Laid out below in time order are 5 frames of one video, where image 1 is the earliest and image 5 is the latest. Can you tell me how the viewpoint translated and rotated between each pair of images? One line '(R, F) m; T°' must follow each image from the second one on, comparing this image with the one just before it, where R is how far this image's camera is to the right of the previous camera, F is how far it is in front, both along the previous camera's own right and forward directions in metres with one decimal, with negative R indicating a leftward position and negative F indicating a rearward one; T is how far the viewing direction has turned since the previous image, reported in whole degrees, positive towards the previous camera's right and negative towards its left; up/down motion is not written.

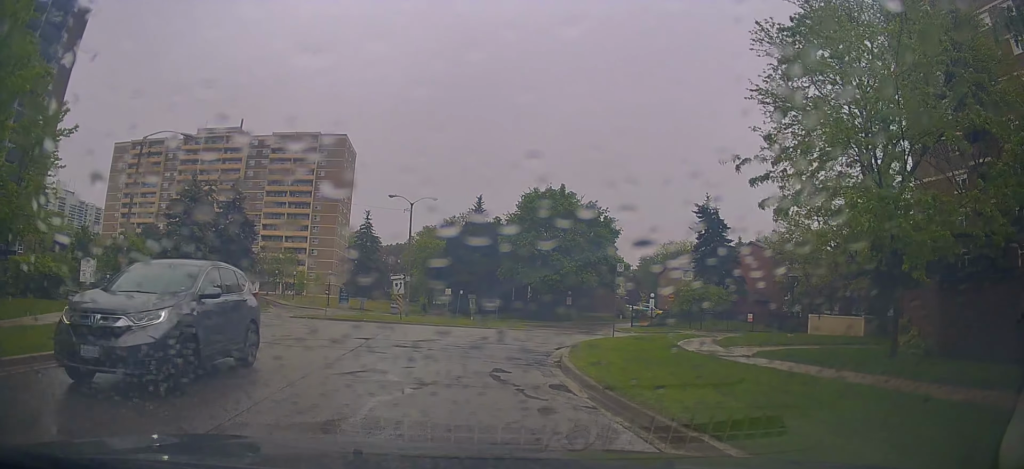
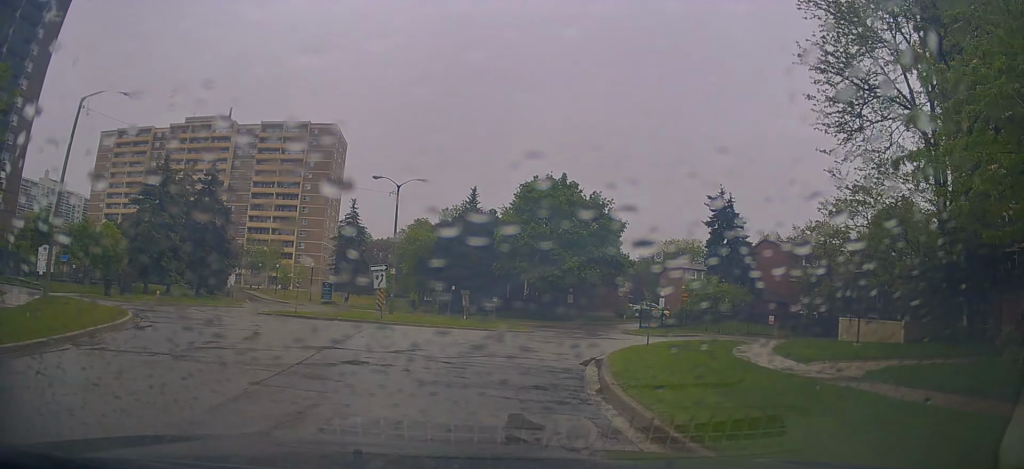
(-0.4, +4.6) m; -2°
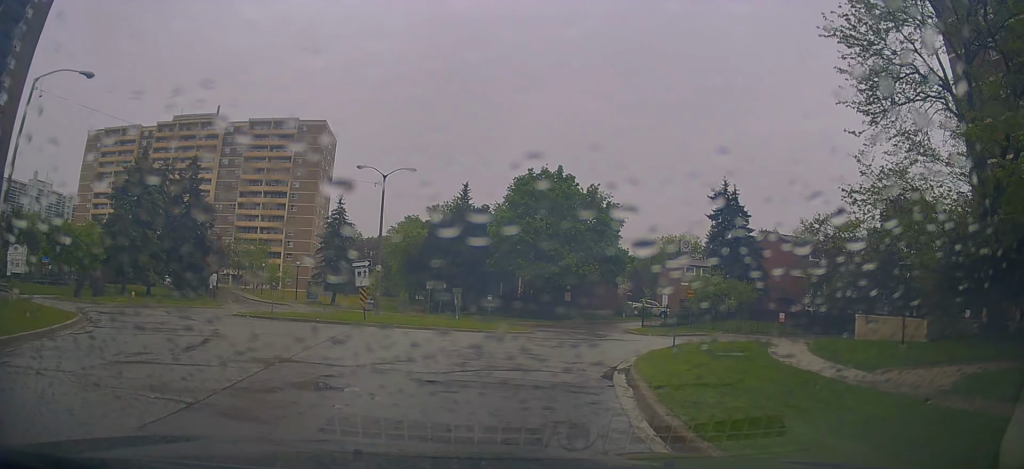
(+0.1, +2.7) m; +4°
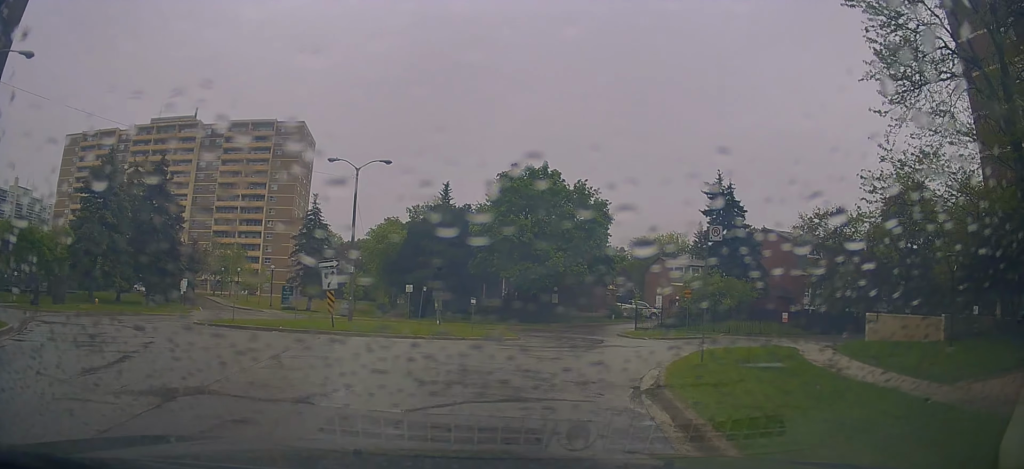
(0.0, +2.7) m; +4°
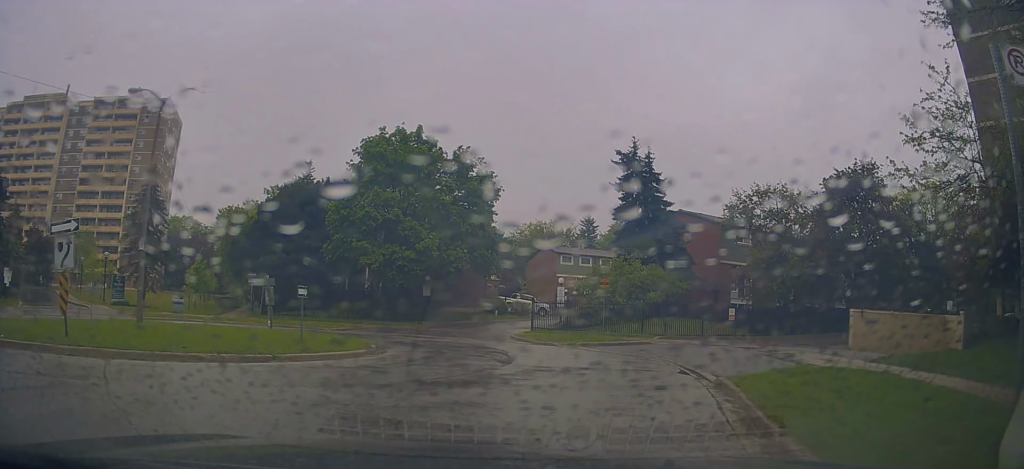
(+0.8, +9.5) m; +13°
